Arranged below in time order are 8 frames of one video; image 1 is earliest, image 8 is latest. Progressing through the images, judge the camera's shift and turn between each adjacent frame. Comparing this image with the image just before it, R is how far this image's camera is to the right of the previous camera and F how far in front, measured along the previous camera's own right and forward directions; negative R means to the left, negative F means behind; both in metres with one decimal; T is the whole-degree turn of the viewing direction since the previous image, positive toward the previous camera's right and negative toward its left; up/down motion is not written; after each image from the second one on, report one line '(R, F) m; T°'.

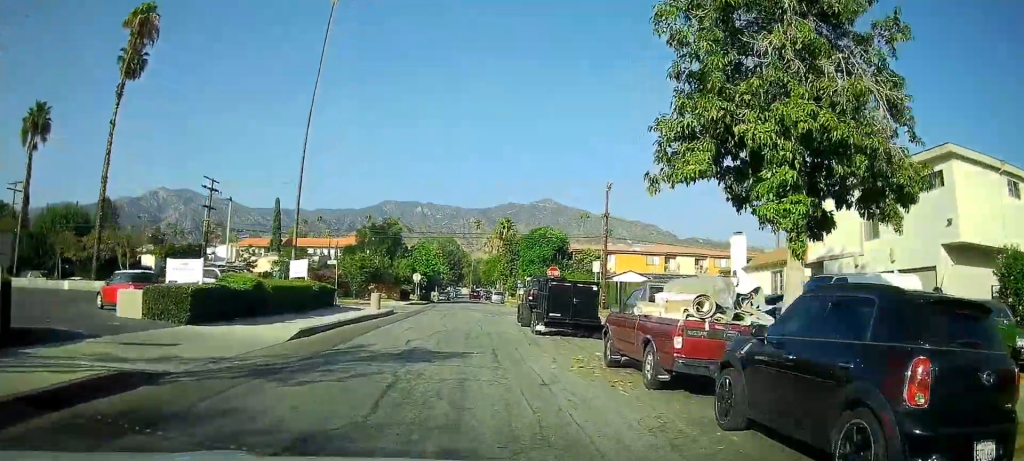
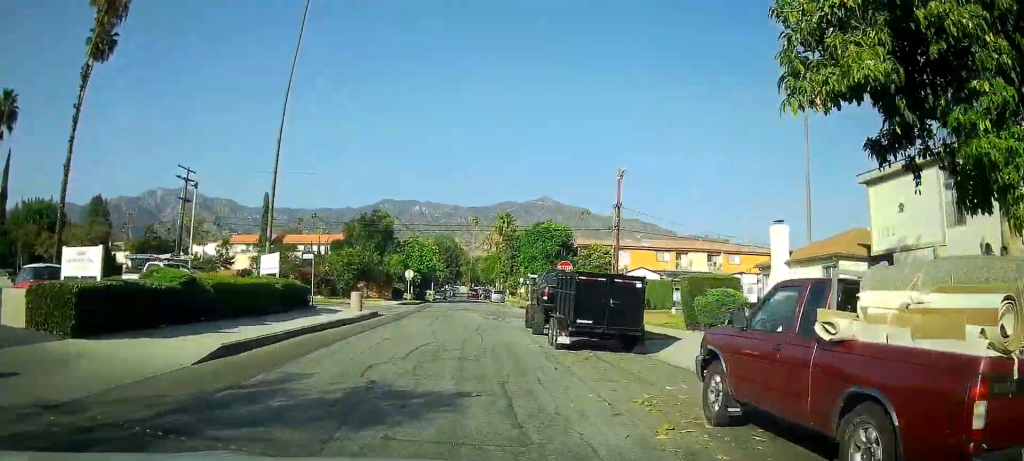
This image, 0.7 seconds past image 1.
(-0.7, +6.6) m; -7°
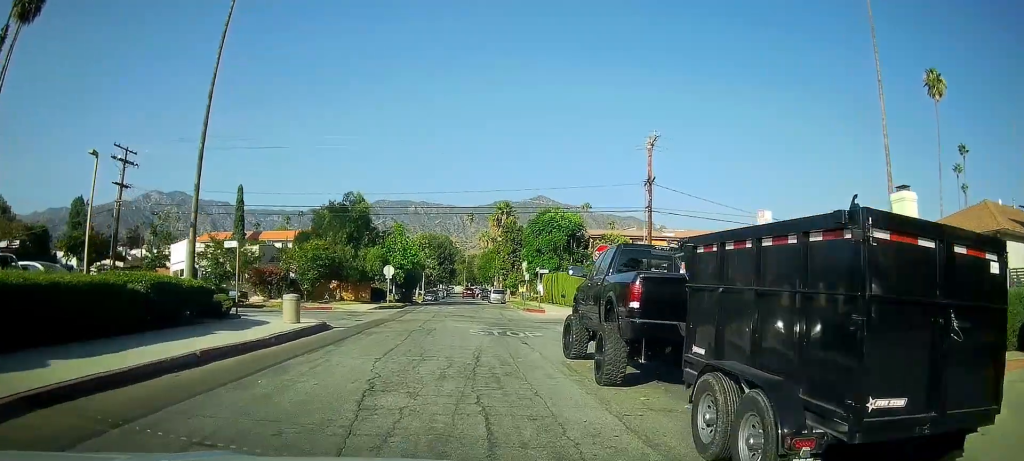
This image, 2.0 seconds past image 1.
(-1.0, +11.9) m; -5°
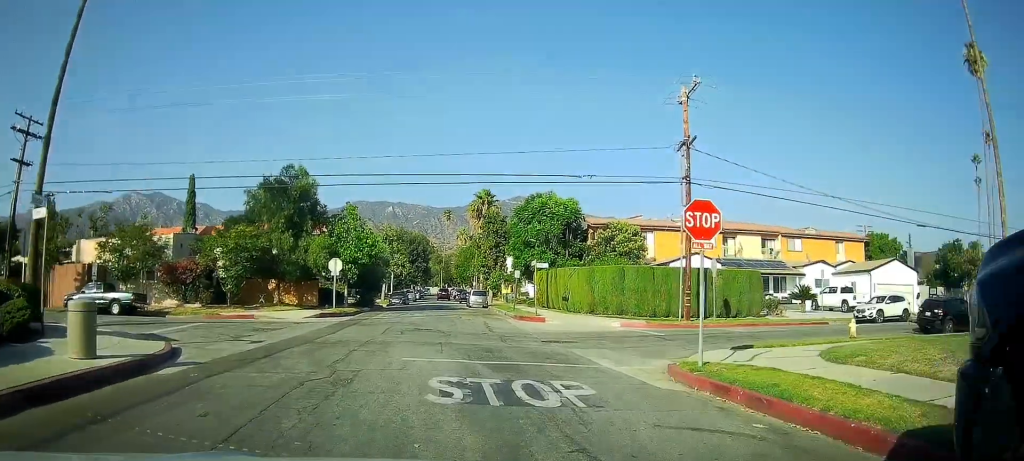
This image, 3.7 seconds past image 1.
(+0.1, +10.5) m; +2°
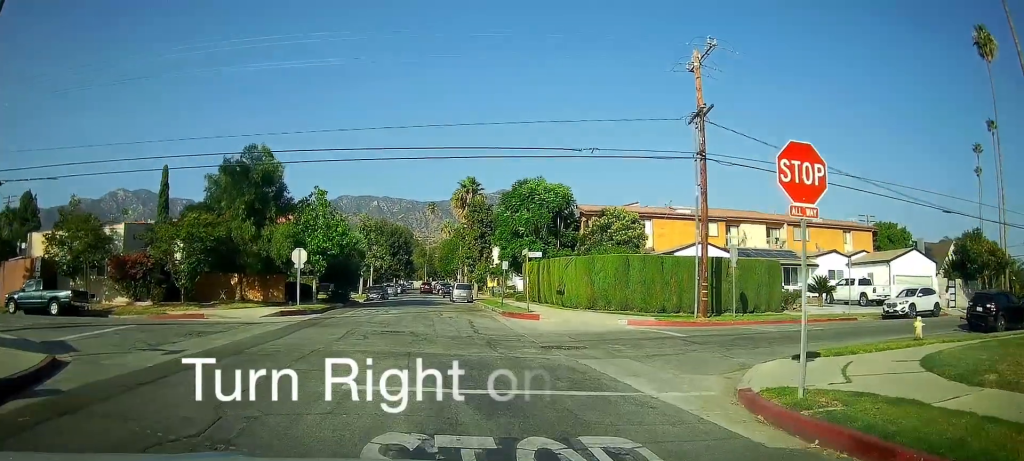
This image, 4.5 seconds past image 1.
(0.0, +3.5) m; +2°
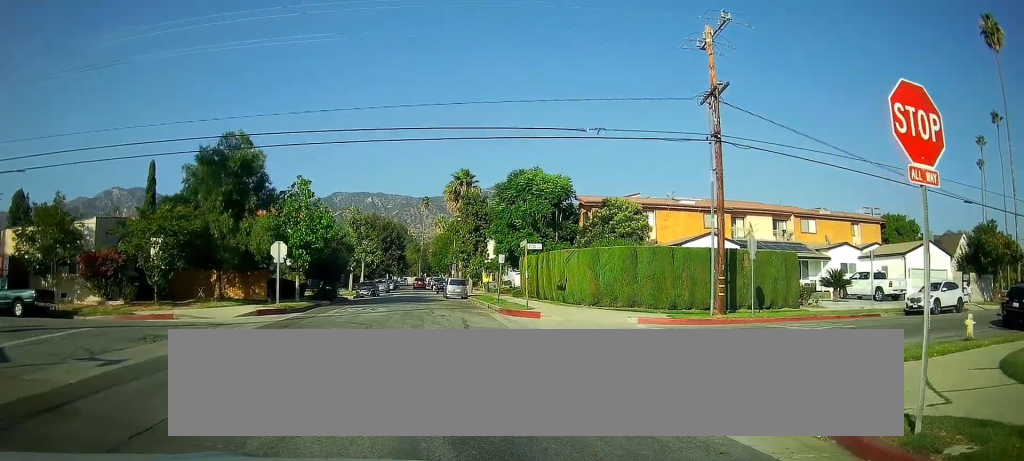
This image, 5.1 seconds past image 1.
(+0.2, +1.6) m; +1°
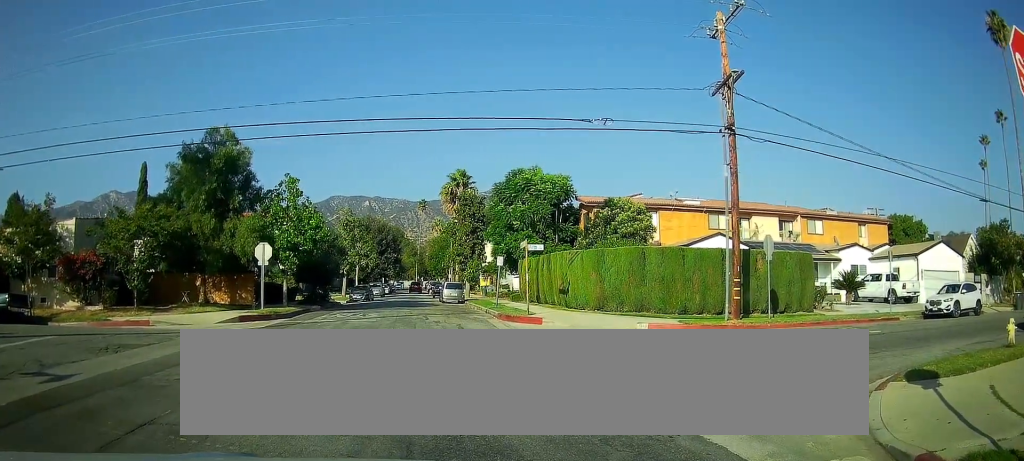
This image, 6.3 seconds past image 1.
(-0.2, +0.7) m; 0°
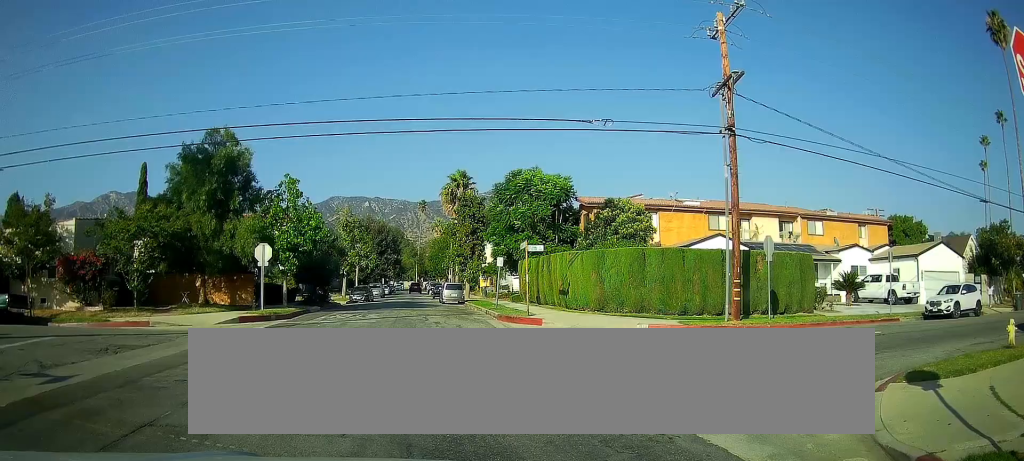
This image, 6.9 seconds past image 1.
(0.0, 0.0) m; 0°
